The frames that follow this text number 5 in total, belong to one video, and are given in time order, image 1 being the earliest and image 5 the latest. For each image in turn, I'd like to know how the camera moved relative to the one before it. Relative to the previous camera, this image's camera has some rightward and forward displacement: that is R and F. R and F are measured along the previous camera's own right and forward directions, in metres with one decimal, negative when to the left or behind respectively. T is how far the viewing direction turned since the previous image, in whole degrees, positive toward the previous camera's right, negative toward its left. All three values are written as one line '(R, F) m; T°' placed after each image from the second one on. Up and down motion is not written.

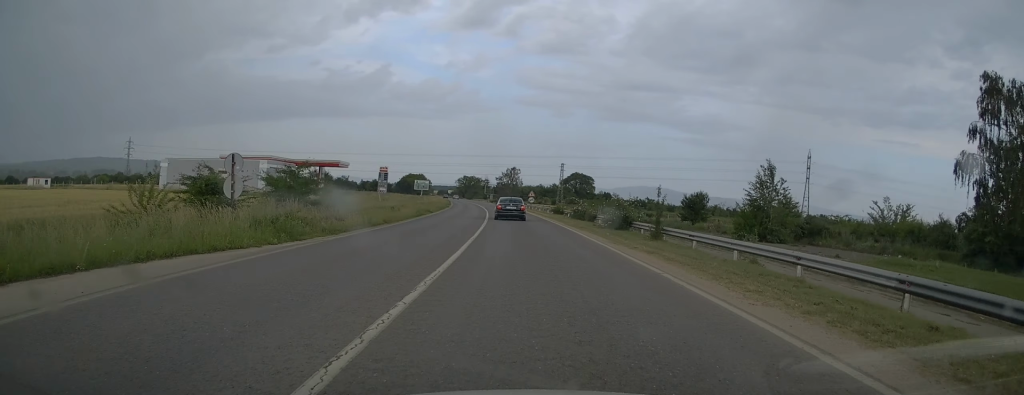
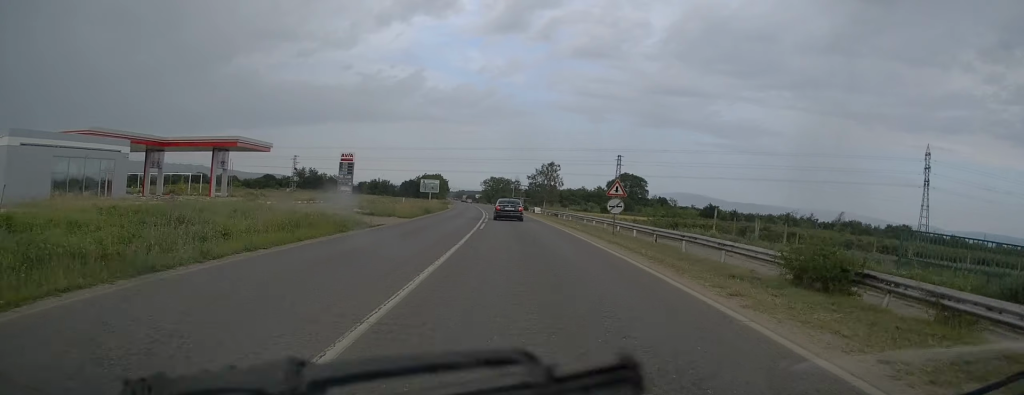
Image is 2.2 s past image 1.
(-1.7, +48.6) m; -4°
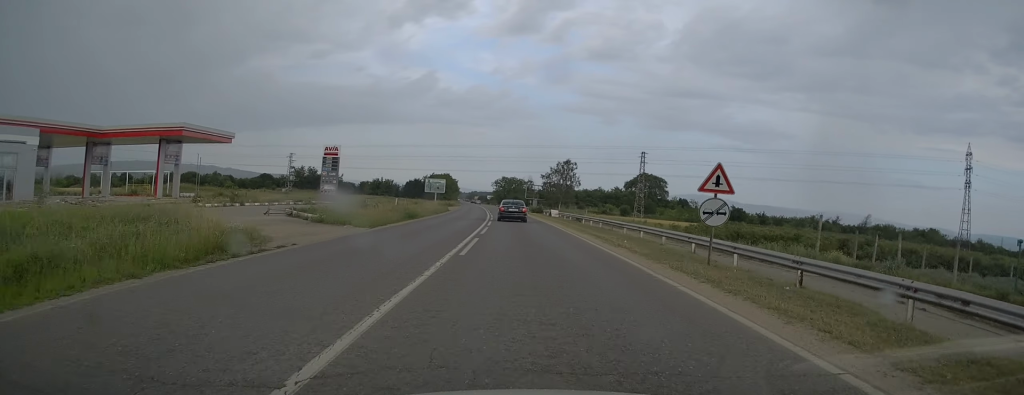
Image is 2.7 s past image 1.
(0.0, +12.0) m; -1°
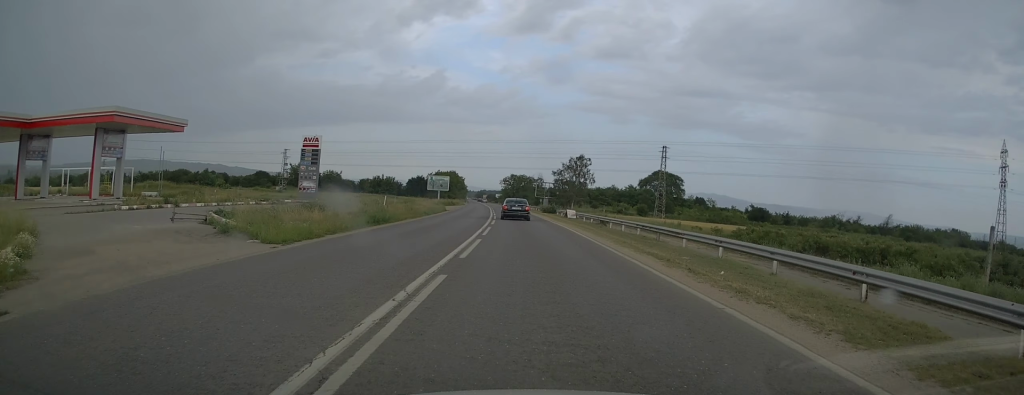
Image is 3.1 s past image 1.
(0.0, +9.8) m; -1°
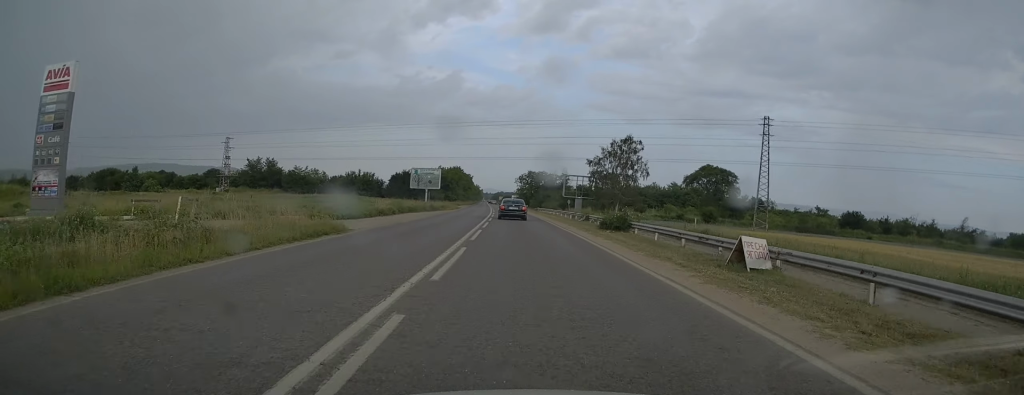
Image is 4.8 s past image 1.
(-0.8, +38.0) m; -2°
